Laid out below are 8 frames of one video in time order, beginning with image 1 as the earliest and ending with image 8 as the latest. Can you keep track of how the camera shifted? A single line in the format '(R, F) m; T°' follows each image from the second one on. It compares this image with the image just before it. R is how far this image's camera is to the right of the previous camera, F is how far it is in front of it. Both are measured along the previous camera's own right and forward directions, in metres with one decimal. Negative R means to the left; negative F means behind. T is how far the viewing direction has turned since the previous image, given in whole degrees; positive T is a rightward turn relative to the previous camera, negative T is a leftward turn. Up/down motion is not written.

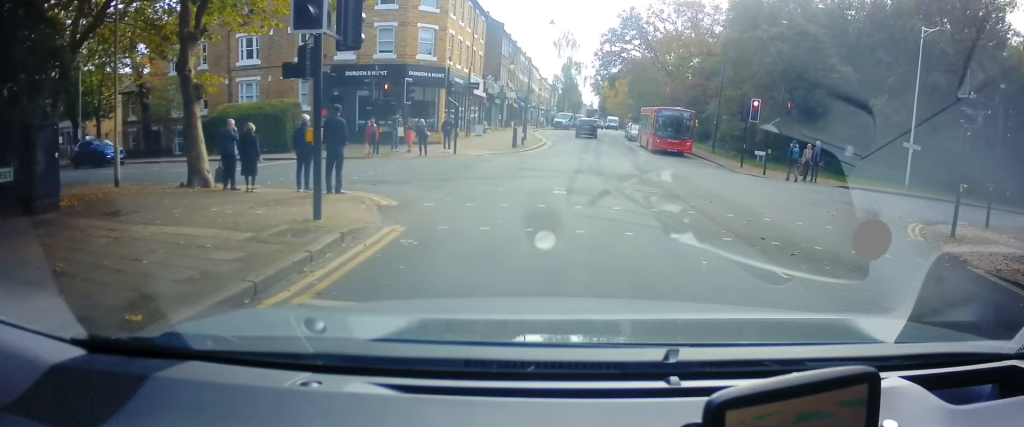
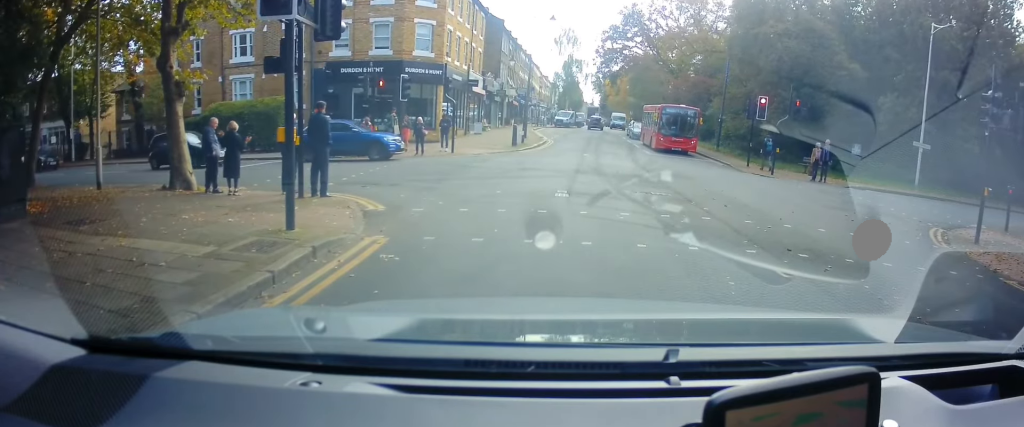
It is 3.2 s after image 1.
(+0.2, +2.9) m; 0°
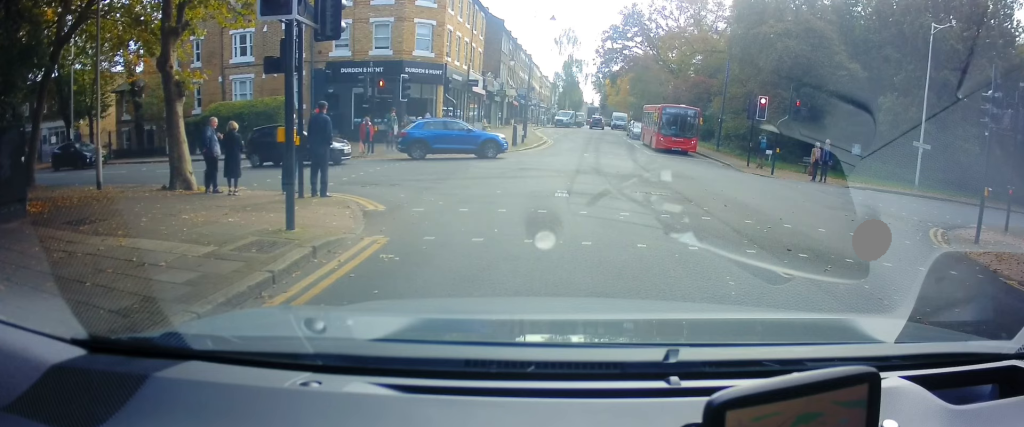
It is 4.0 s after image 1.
(+0.1, +0.5) m; 0°
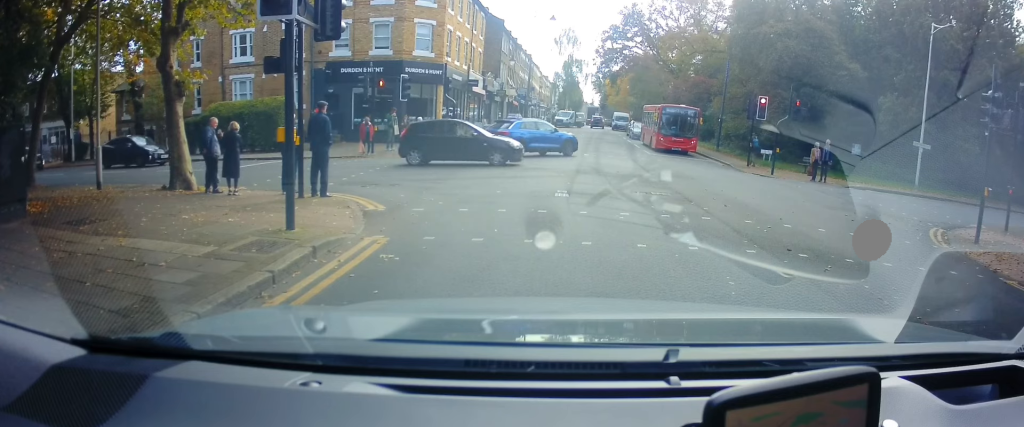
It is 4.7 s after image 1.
(+0.1, +0.4) m; 0°
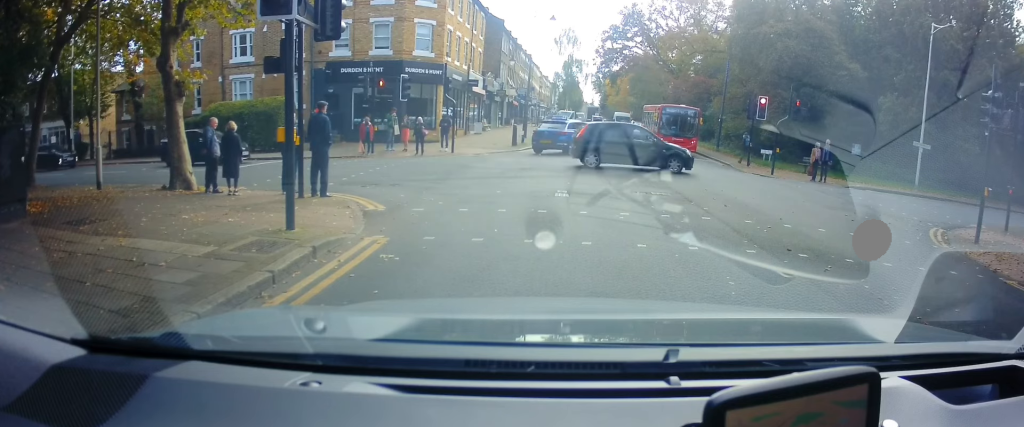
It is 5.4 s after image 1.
(0.0, +0.2) m; 0°
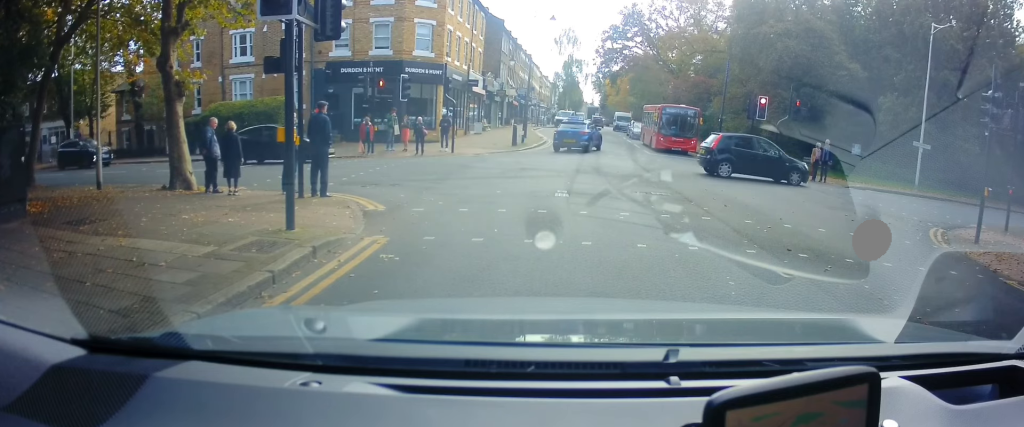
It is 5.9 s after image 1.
(0.0, +0.2) m; 0°
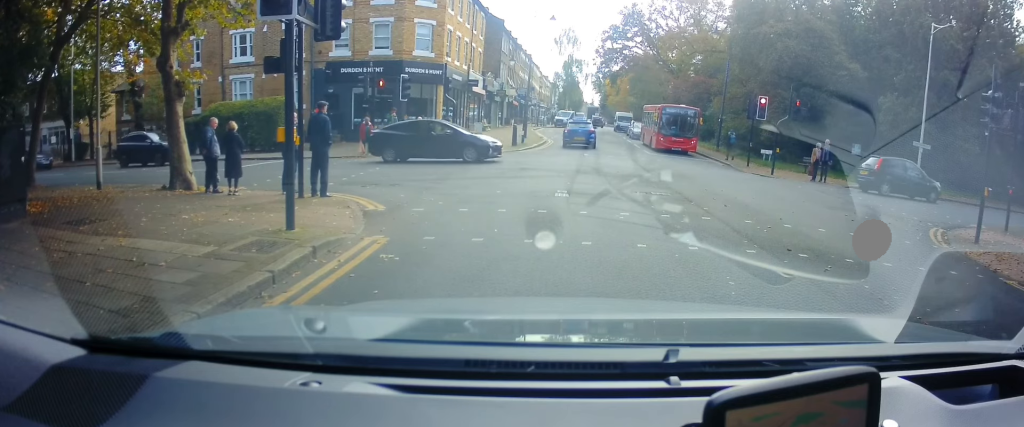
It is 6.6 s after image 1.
(0.0, +0.1) m; 0°
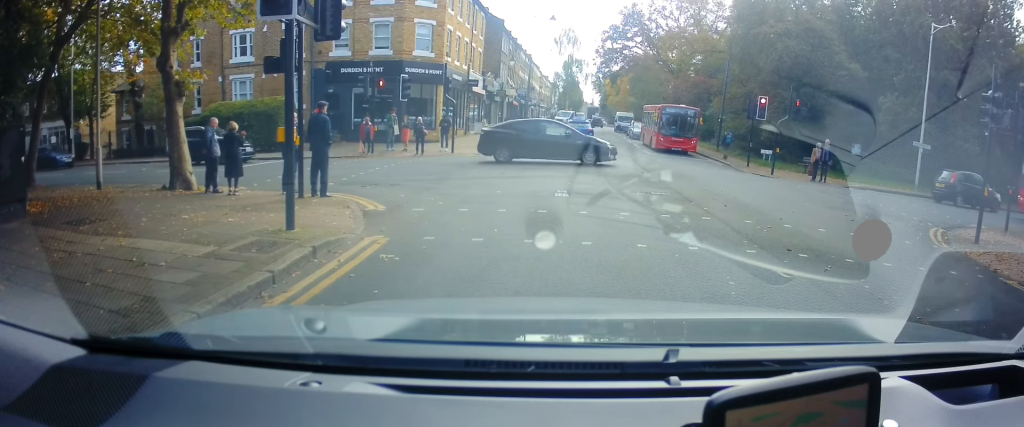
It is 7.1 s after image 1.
(0.0, 0.0) m; 0°
